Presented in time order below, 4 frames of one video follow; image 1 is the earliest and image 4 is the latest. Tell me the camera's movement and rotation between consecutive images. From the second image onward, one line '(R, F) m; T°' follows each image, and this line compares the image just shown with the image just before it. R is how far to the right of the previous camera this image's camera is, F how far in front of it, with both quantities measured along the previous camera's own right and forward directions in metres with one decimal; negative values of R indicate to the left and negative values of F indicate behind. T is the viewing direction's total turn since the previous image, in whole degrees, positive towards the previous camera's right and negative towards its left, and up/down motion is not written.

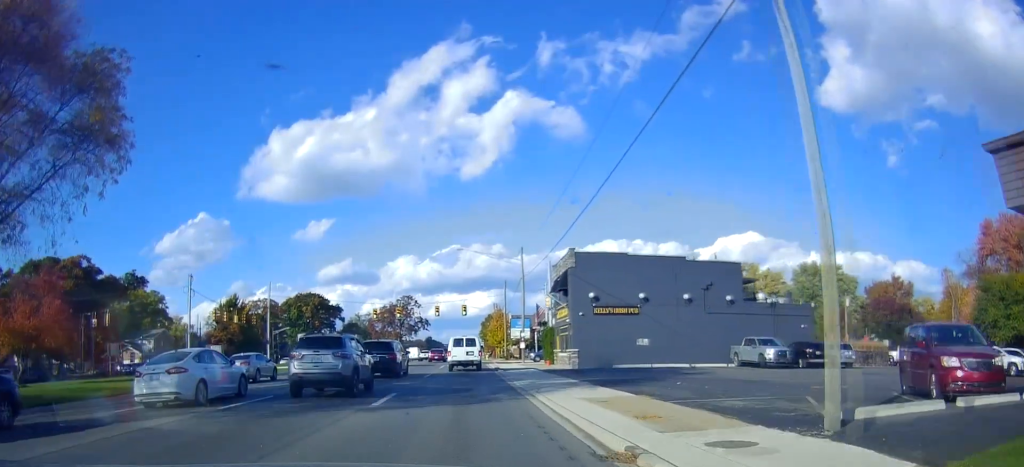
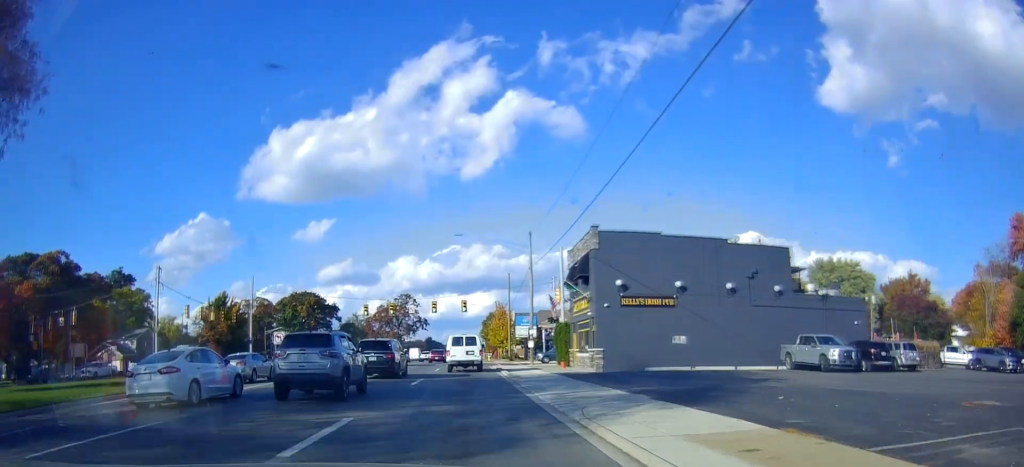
(+0.1, +7.3) m; 0°
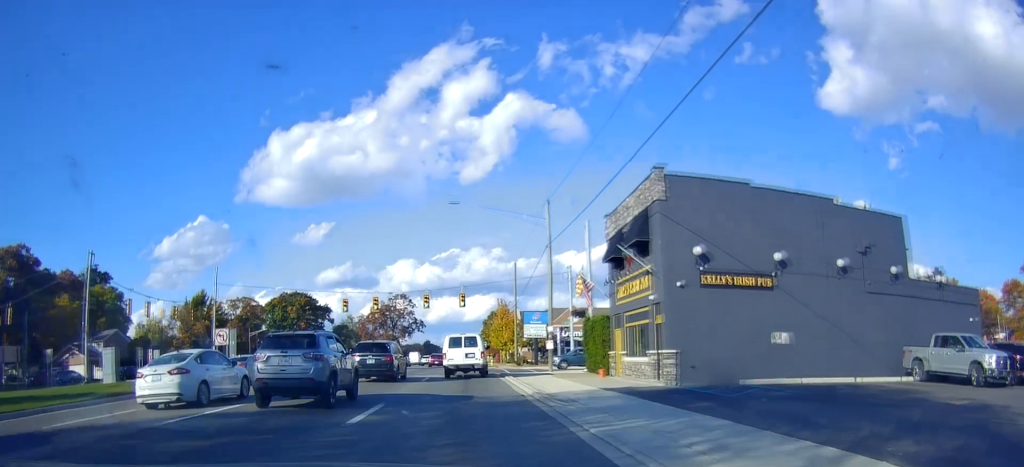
(+0.2, +12.8) m; -2°
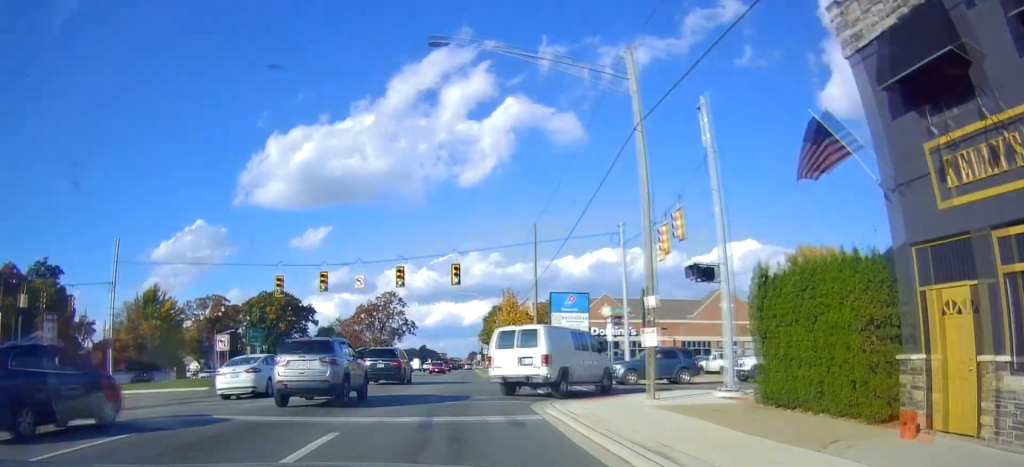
(-0.6, +21.5) m; +1°
